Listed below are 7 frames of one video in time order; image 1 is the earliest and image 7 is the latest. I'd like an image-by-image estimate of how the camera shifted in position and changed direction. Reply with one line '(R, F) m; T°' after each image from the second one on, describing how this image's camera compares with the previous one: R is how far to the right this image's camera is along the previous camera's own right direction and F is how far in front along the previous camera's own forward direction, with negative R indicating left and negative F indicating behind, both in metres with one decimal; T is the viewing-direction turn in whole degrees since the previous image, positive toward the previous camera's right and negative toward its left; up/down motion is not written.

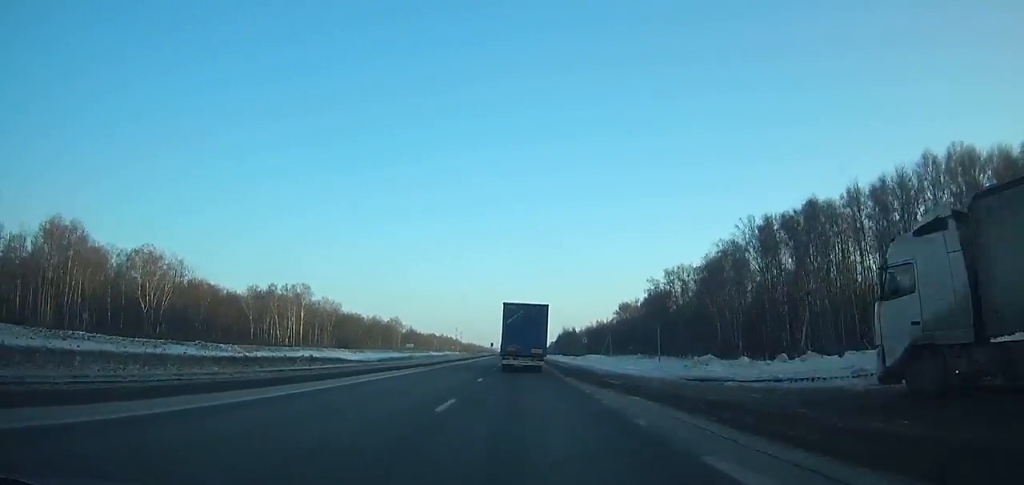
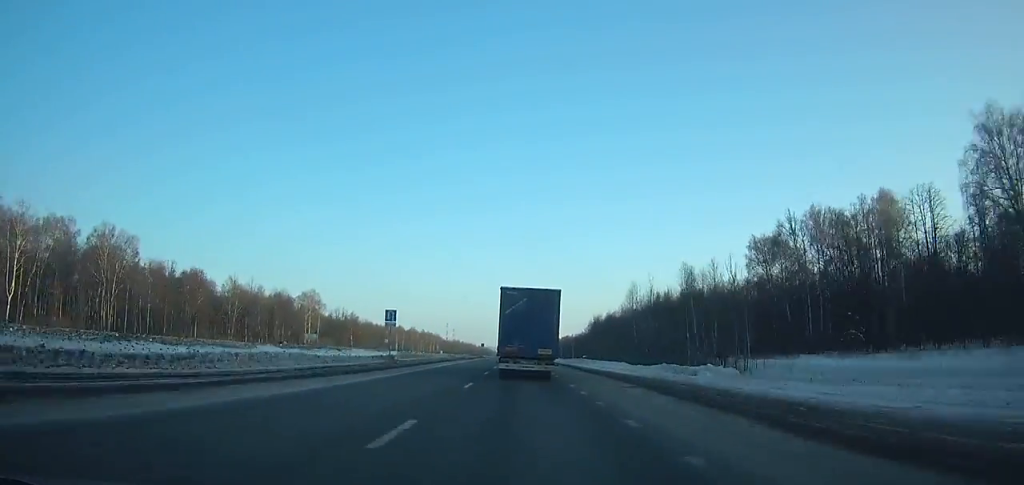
(-0.1, +160.8) m; -1°
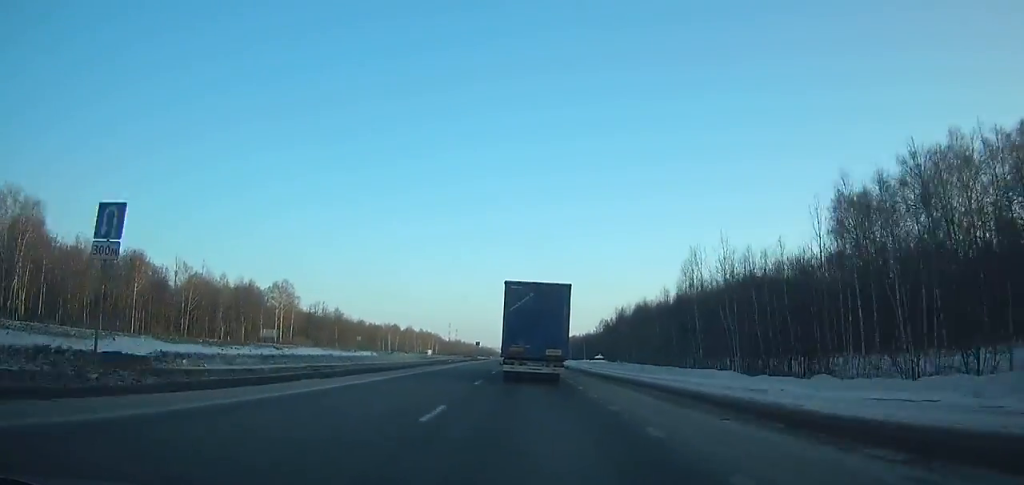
(-0.1, +33.5) m; 0°
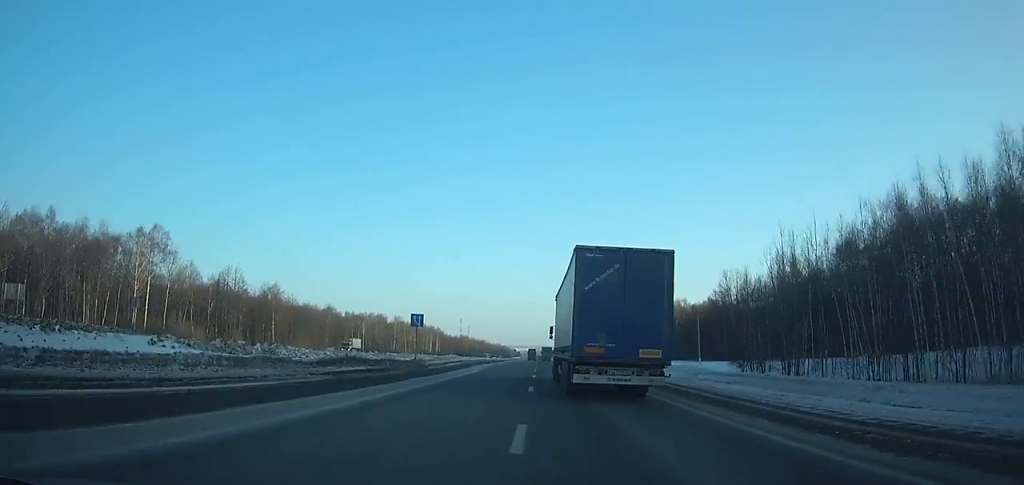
(-0.6, +87.8) m; 0°
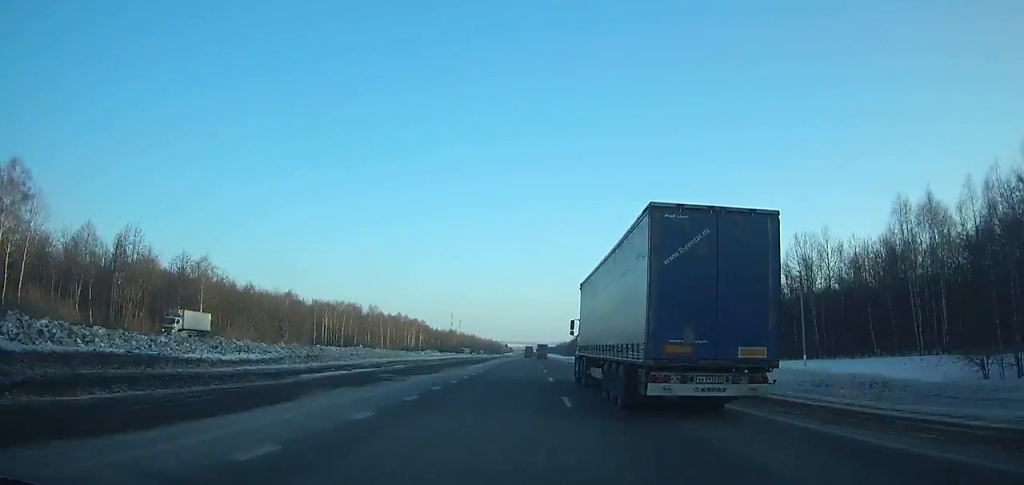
(-0.2, +42.1) m; 0°
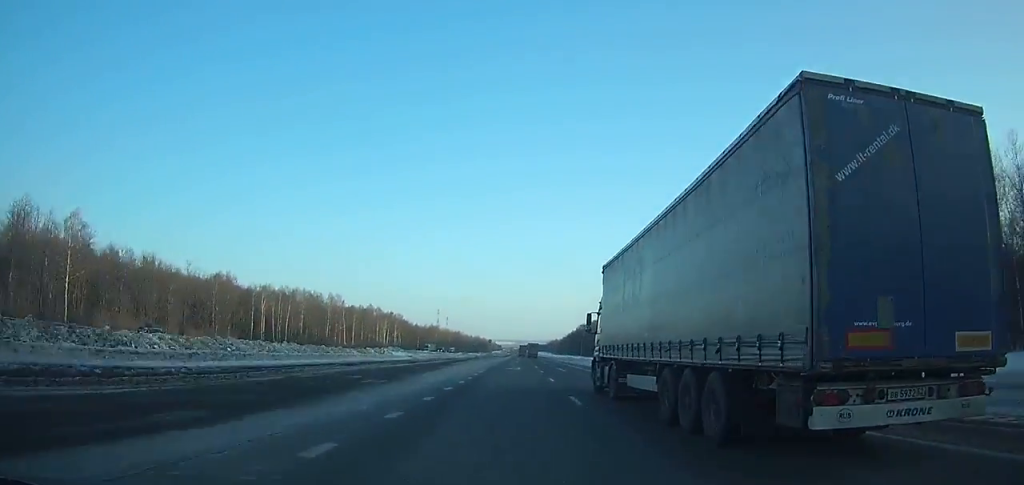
(+0.4, +48.2) m; 0°
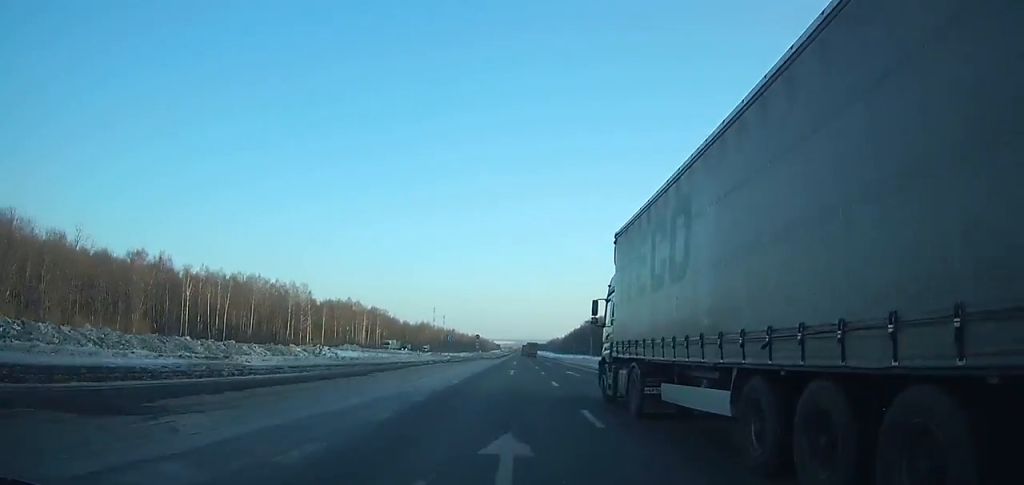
(+0.1, +40.9) m; 0°
